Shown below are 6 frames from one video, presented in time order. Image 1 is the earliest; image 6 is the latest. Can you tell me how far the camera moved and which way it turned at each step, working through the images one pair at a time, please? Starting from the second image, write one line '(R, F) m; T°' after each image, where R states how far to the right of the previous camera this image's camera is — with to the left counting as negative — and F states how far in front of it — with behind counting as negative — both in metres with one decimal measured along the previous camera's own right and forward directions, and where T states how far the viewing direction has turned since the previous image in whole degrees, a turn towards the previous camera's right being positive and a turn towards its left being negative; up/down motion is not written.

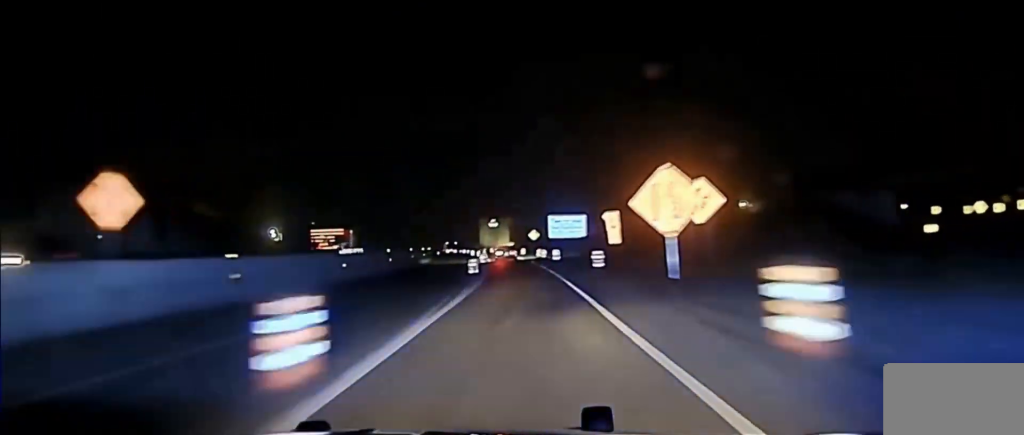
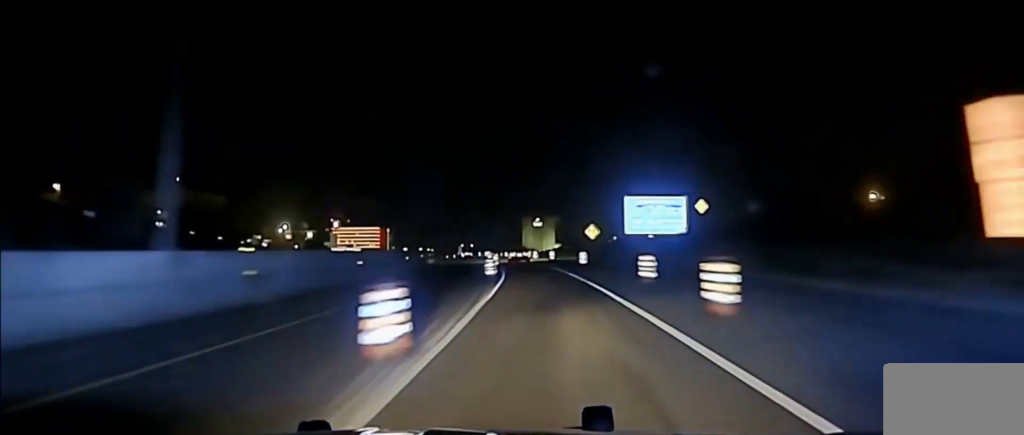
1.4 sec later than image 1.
(-2.7, +58.7) m; -6°
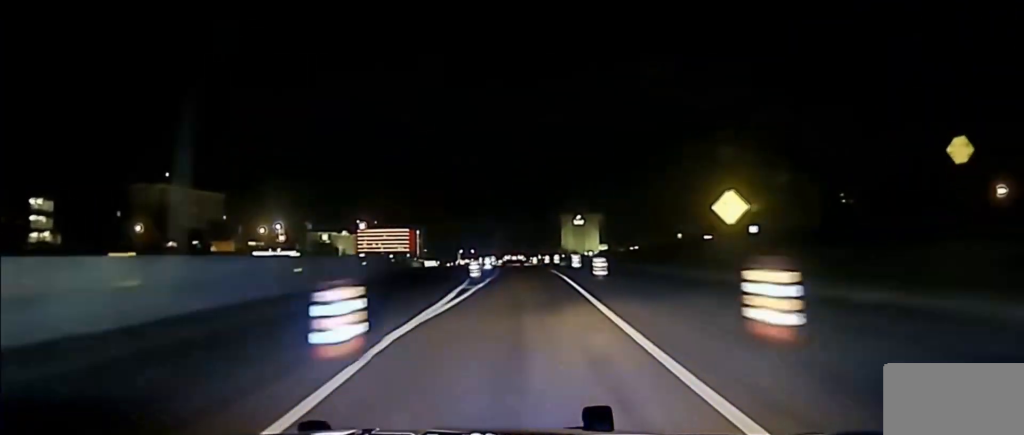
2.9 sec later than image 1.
(-1.9, +67.0) m; -2°
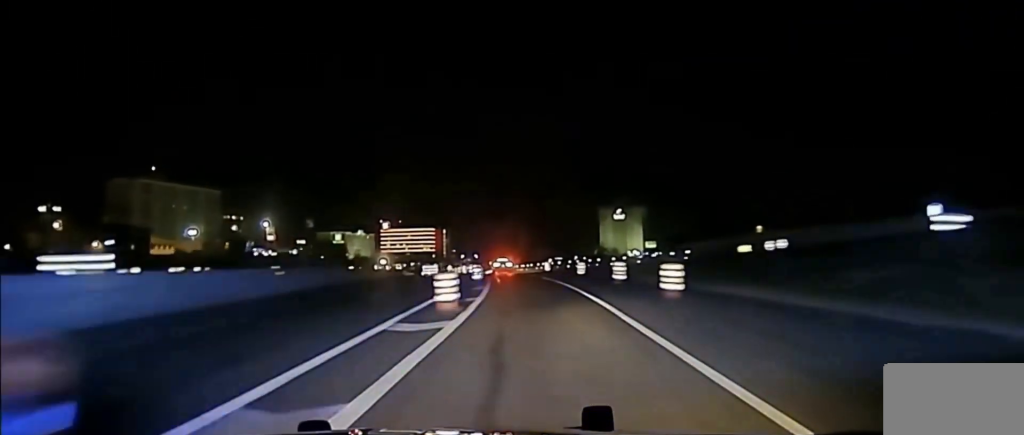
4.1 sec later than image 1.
(-0.6, +57.2) m; -2°
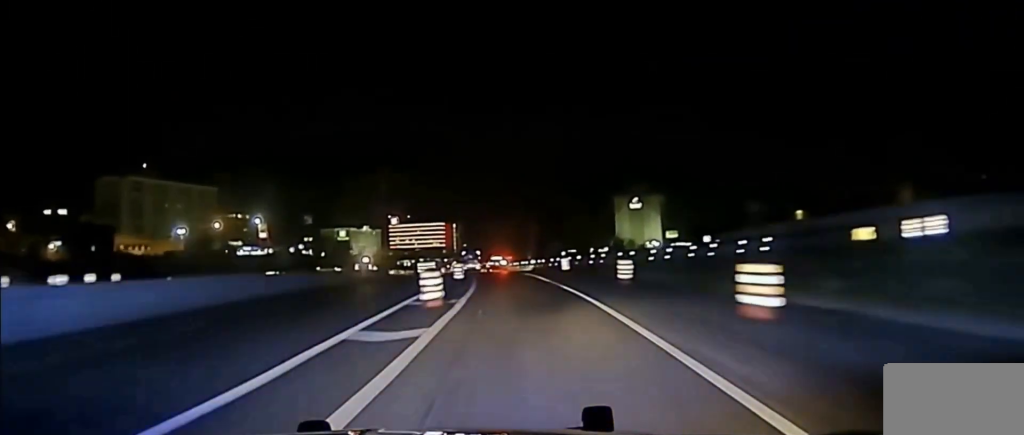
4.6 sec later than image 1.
(-0.3, +23.0) m; -1°
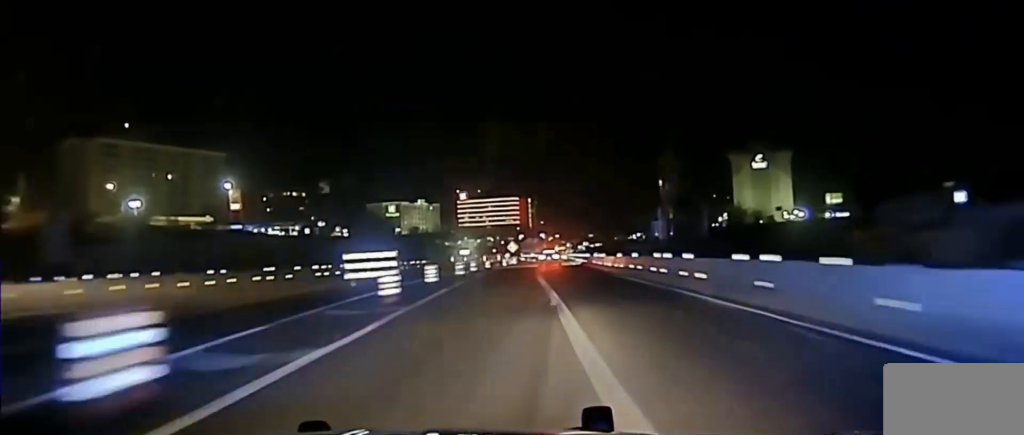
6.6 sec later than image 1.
(-3.4, +87.9) m; -4°
